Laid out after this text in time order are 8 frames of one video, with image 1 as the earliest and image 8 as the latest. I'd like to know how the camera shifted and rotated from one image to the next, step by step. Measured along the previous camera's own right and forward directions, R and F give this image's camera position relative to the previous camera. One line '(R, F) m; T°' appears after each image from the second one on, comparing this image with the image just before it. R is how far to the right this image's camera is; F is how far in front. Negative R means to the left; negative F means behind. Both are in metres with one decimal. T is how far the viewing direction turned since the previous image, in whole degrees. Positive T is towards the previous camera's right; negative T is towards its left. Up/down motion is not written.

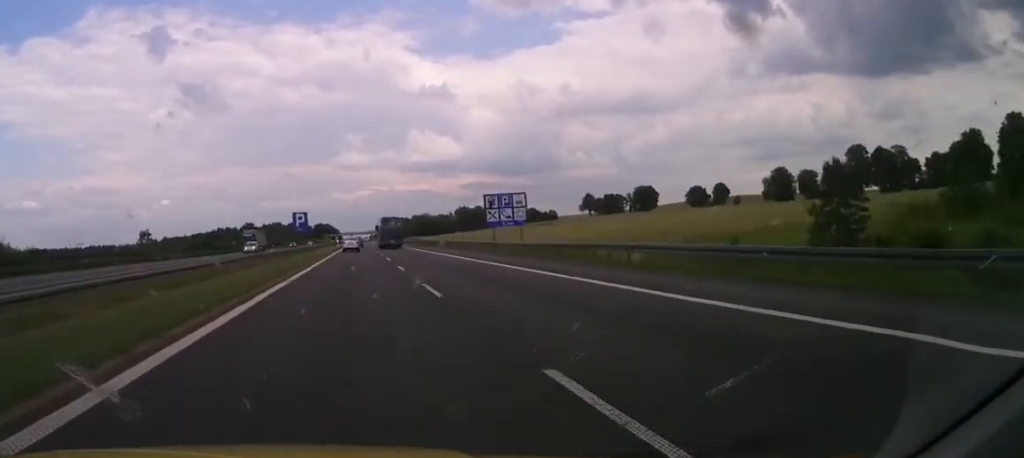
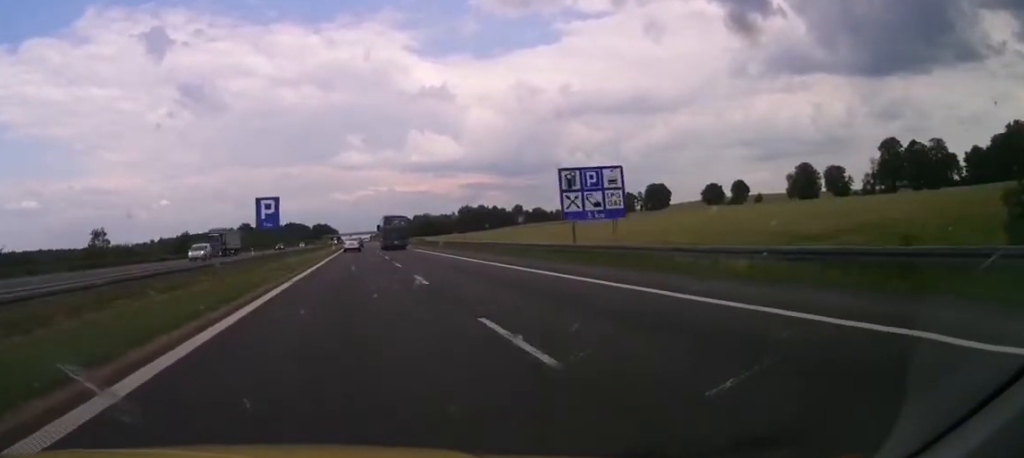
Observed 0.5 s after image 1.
(+0.1, +18.8) m; 0°
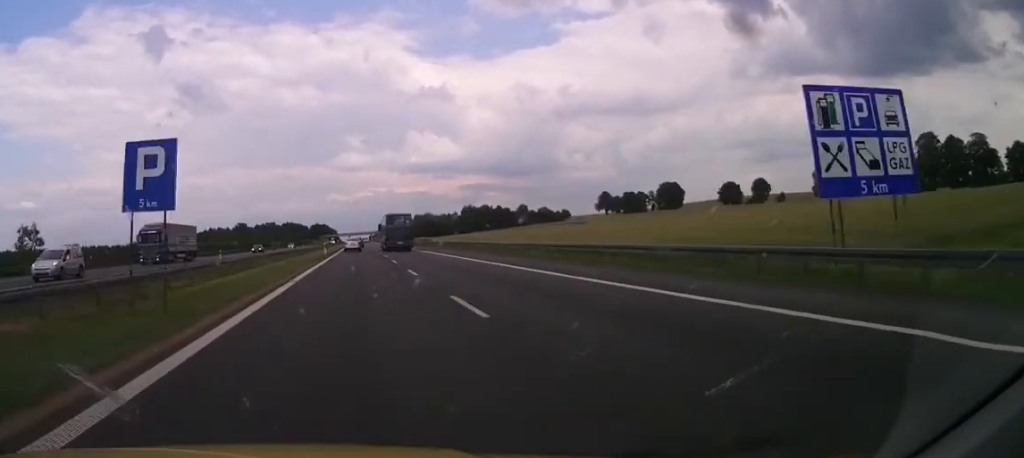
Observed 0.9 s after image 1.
(+0.1, +19.0) m; 0°
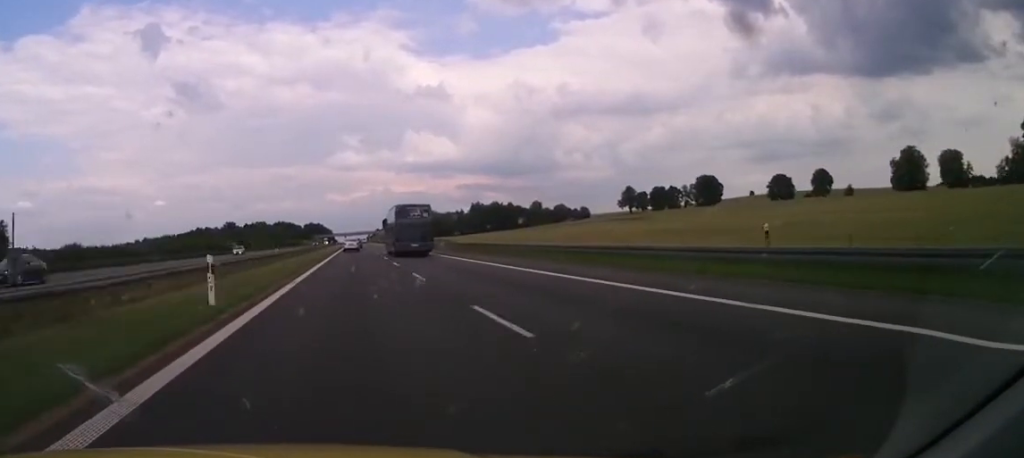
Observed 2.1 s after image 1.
(+0.5, +48.6) m; 0°
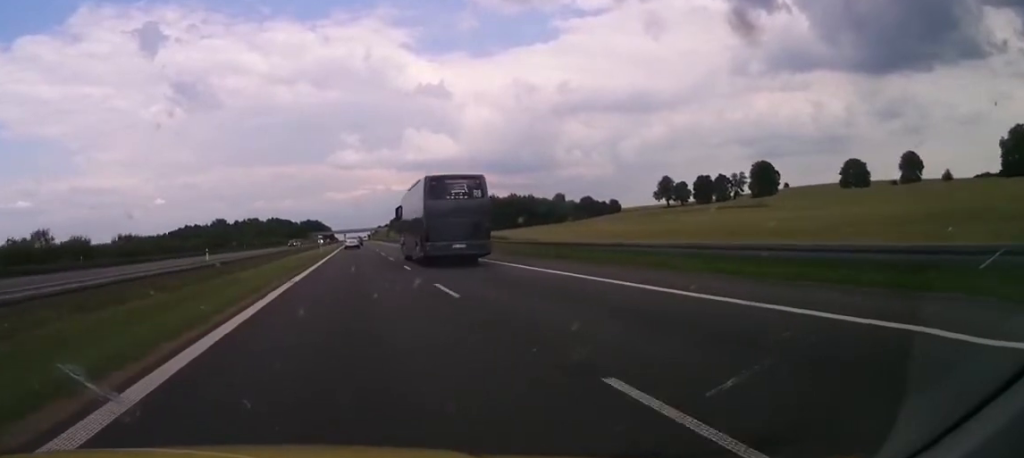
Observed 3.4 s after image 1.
(-0.2, +54.2) m; +1°
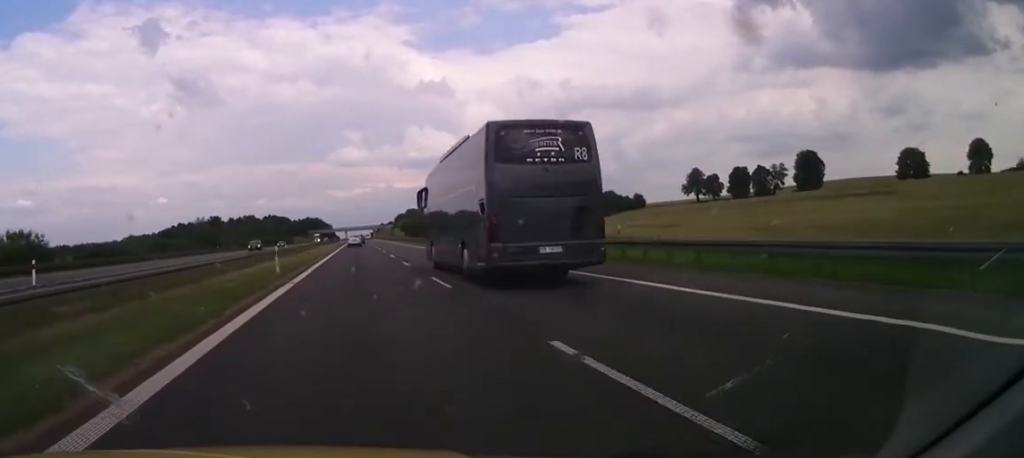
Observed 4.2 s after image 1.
(+0.3, +34.8) m; +1°
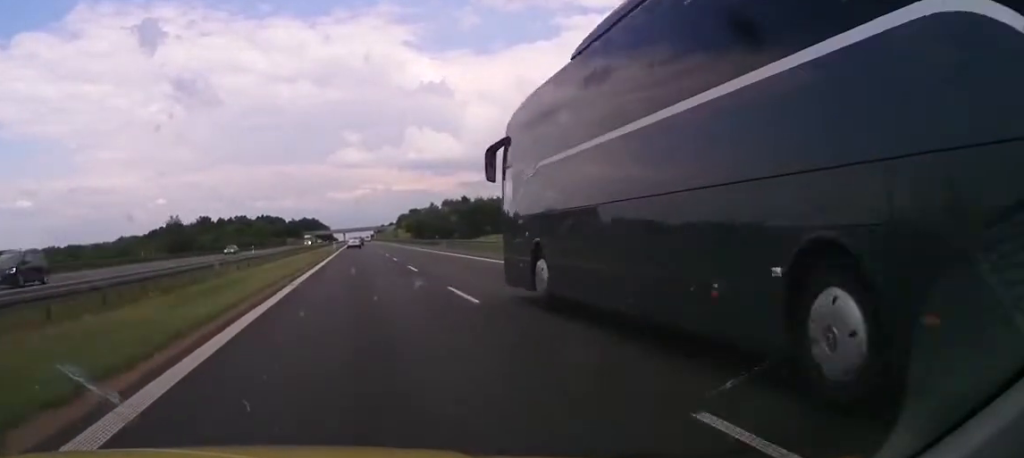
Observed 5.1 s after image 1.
(+0.6, +40.9) m; 0°
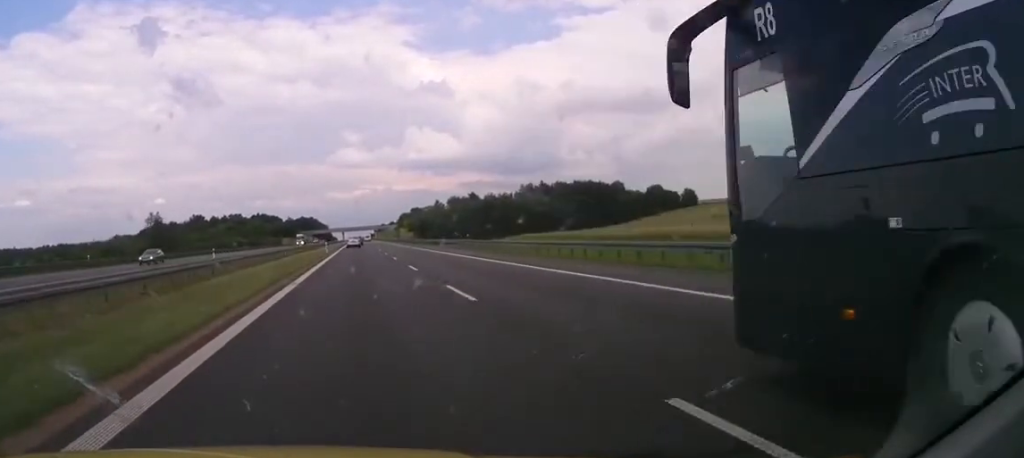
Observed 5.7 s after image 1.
(-0.6, +24.8) m; 0°
